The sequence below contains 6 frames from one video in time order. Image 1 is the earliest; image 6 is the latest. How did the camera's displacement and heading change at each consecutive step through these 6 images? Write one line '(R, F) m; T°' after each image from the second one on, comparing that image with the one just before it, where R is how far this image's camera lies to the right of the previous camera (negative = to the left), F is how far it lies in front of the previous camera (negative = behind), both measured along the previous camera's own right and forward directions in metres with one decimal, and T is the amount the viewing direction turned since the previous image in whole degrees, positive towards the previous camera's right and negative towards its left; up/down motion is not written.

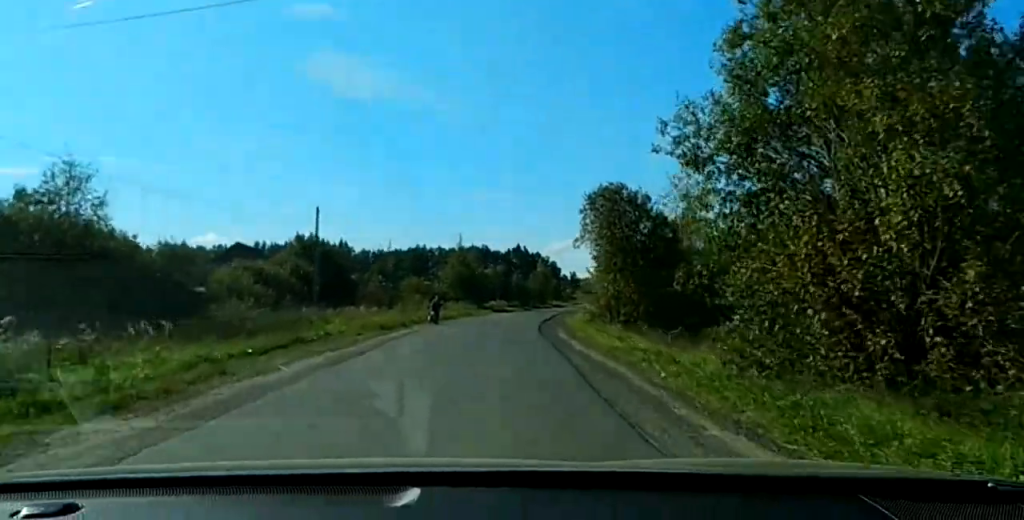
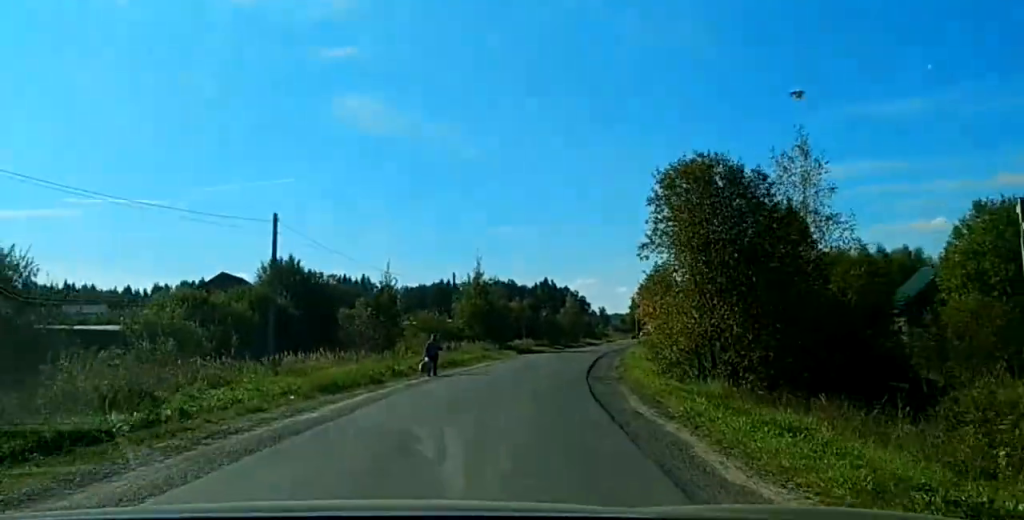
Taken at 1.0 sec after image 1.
(+0.7, +17.2) m; +3°
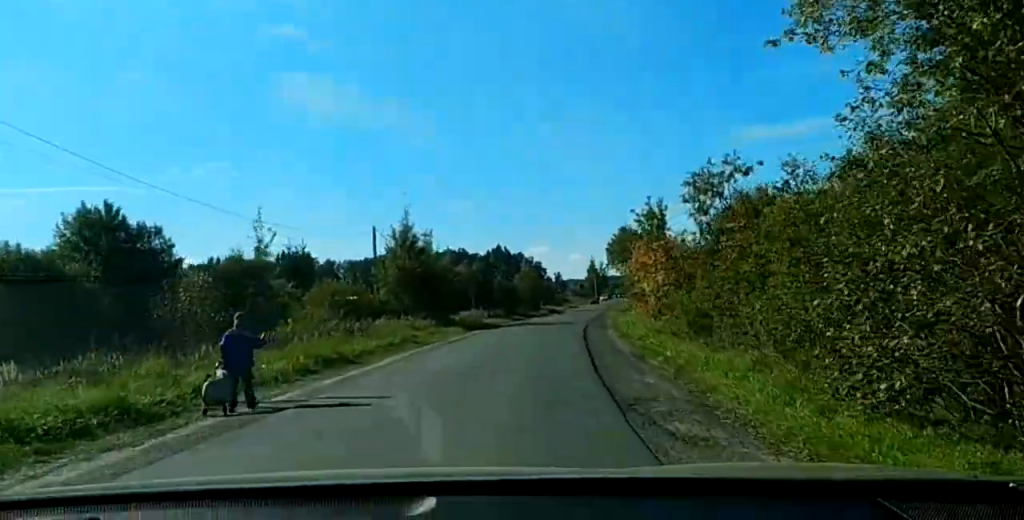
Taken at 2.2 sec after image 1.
(+0.2, +21.6) m; +1°
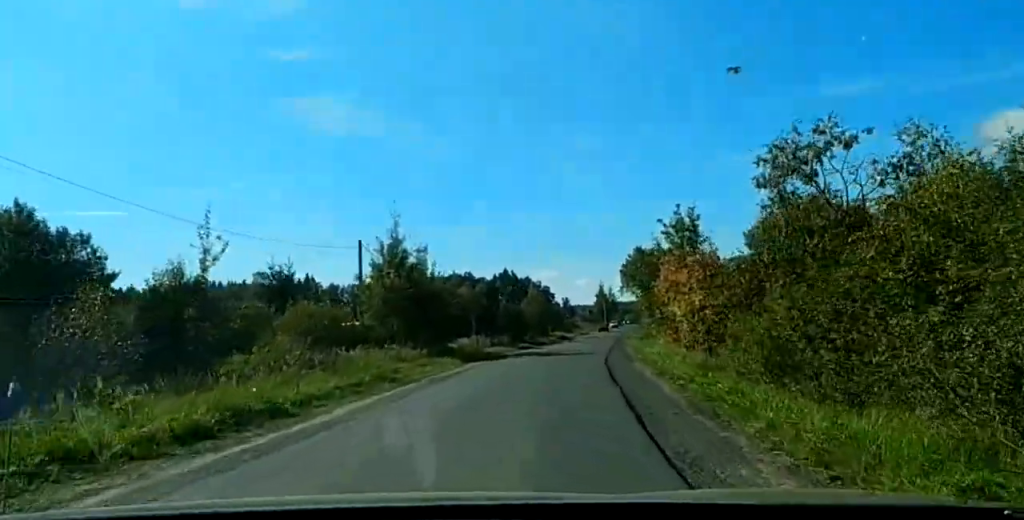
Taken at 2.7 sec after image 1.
(+0.1, +8.3) m; 0°
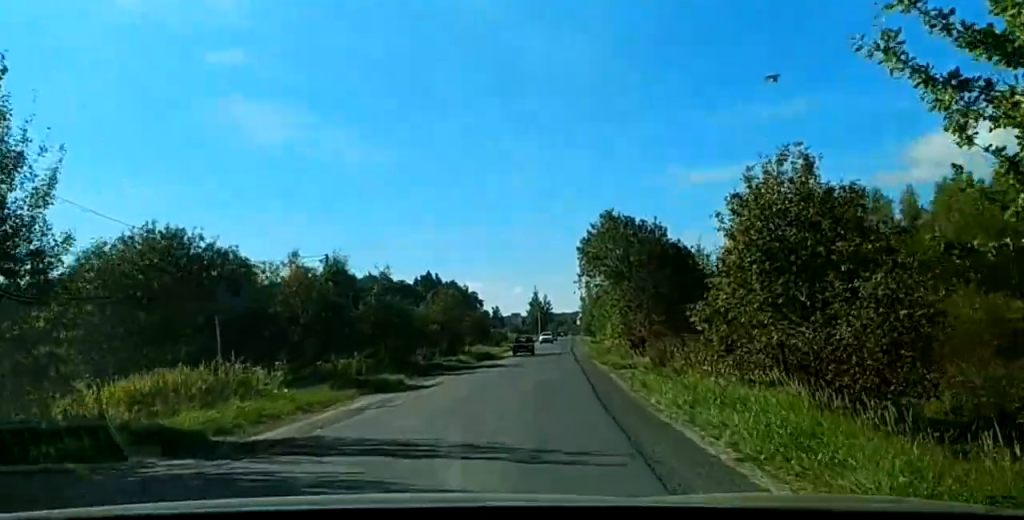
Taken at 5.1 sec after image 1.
(+1.8, +40.6) m; +3°
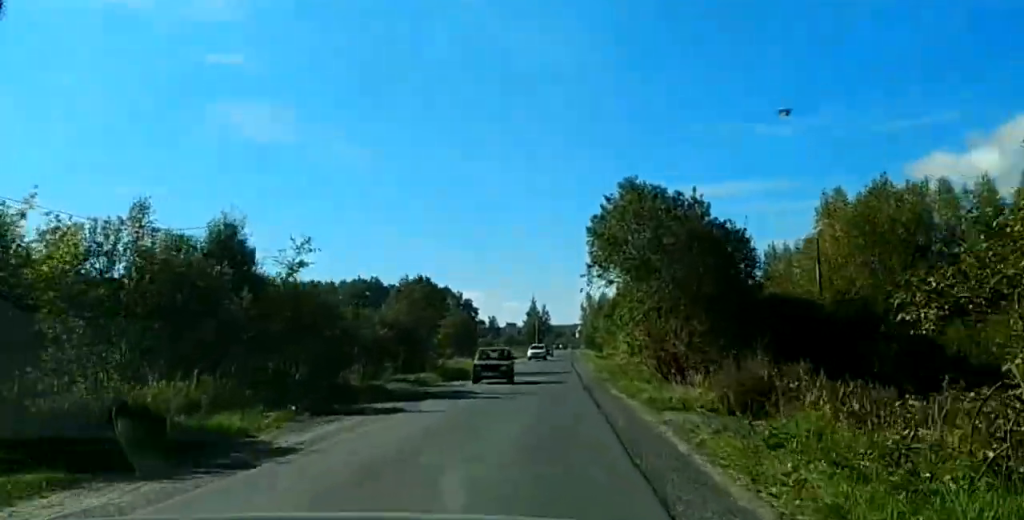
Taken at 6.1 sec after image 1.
(-0.4, +16.6) m; 0°
